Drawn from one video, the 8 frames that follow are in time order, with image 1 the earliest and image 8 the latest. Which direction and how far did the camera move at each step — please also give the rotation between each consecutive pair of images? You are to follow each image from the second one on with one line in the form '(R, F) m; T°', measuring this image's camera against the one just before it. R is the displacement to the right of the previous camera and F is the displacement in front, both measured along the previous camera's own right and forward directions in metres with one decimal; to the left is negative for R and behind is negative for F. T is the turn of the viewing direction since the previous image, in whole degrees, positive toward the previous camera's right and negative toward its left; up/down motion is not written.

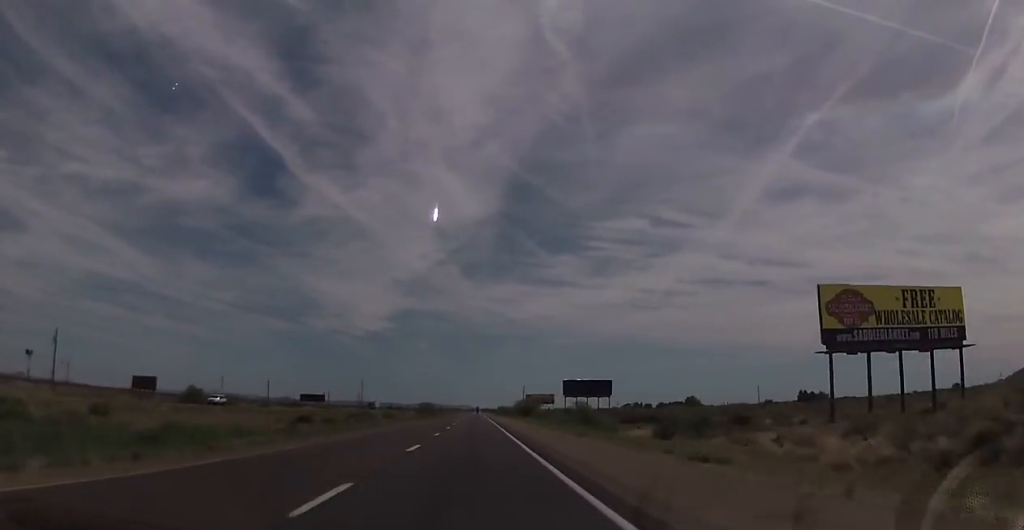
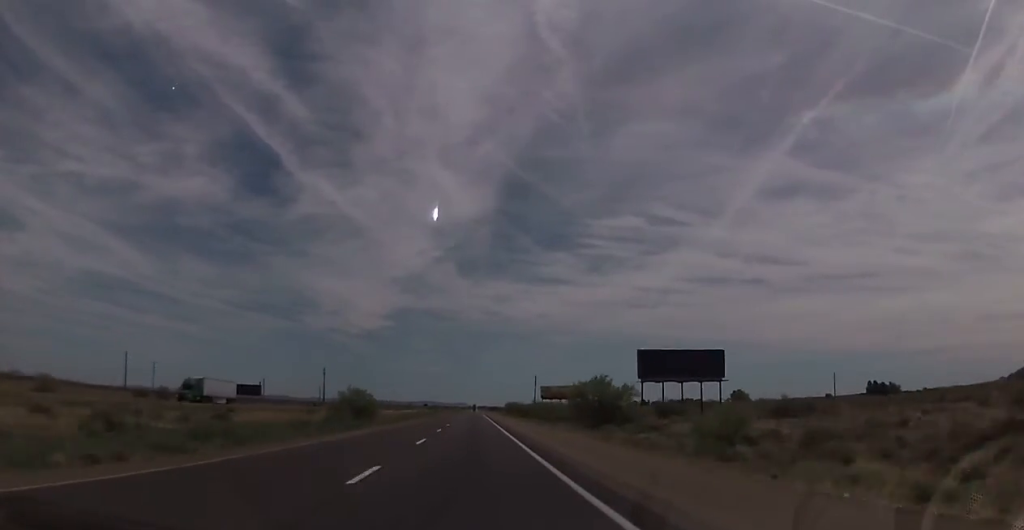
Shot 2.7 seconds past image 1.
(+0.3, +94.7) m; 0°
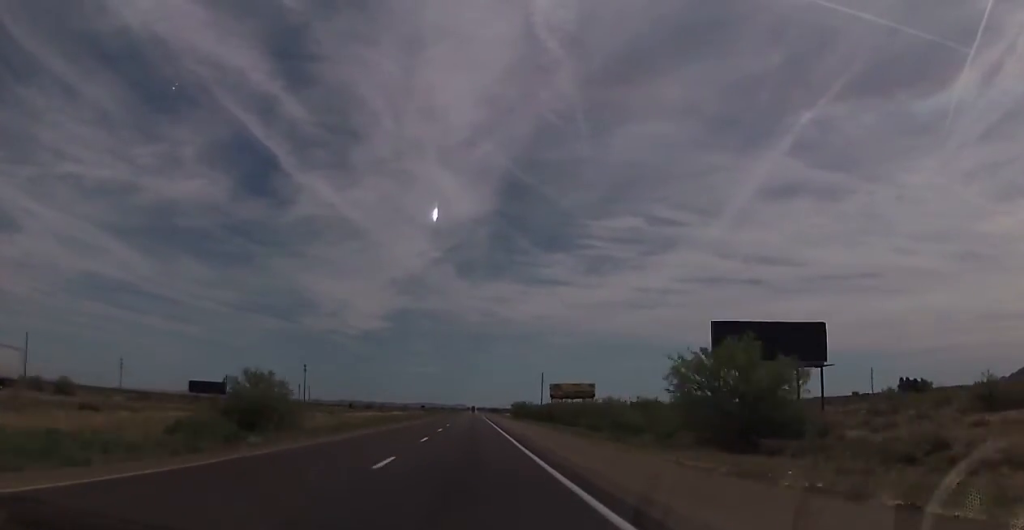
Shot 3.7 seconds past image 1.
(-0.5, +33.8) m; 0°
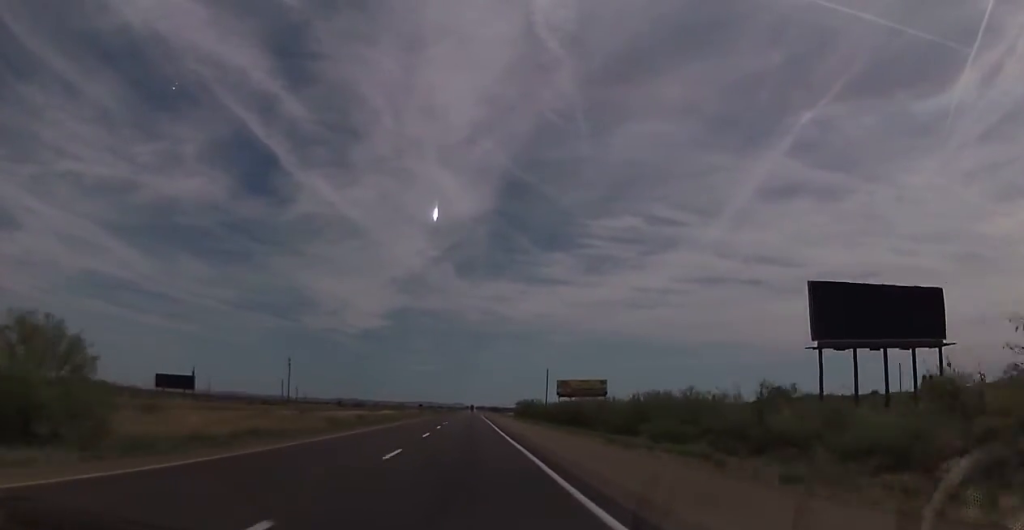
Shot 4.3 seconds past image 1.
(+0.4, +22.2) m; +1°
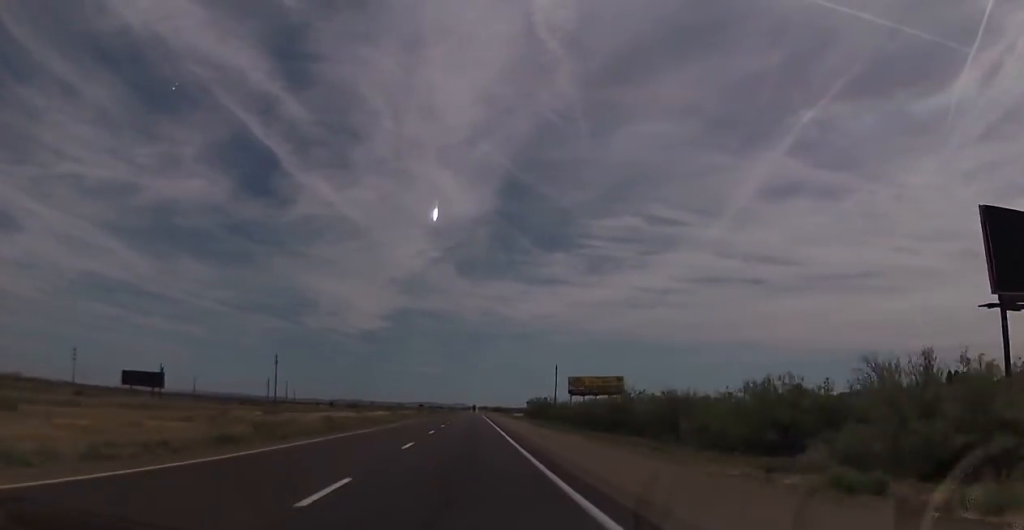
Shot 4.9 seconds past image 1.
(+0.1, +20.0) m; 0°
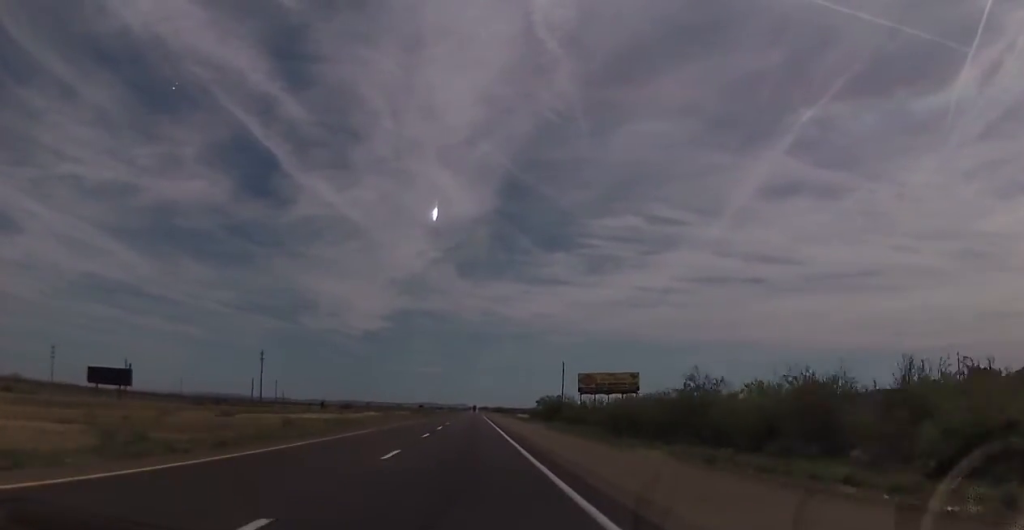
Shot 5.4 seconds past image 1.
(+0.1, +16.6) m; 0°
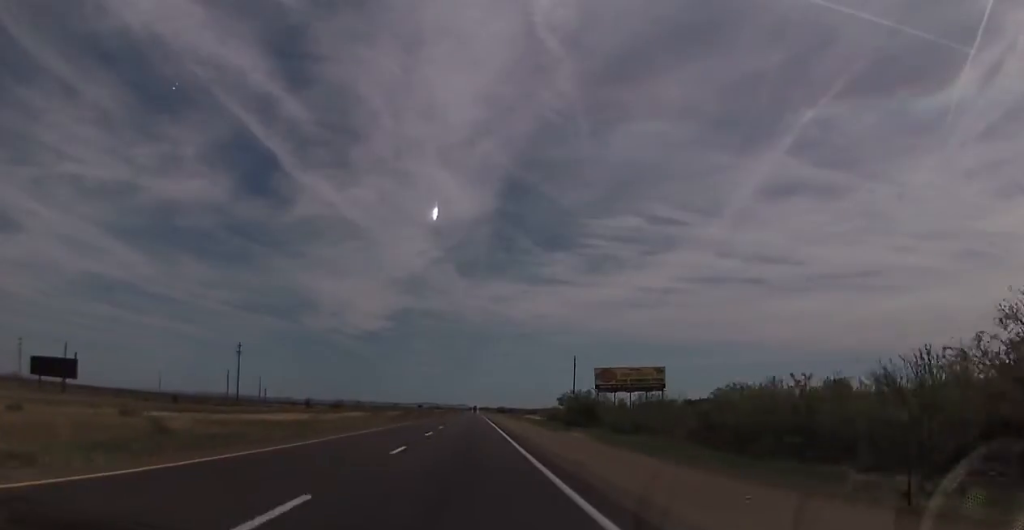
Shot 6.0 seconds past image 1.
(-0.1, +22.6) m; -1°
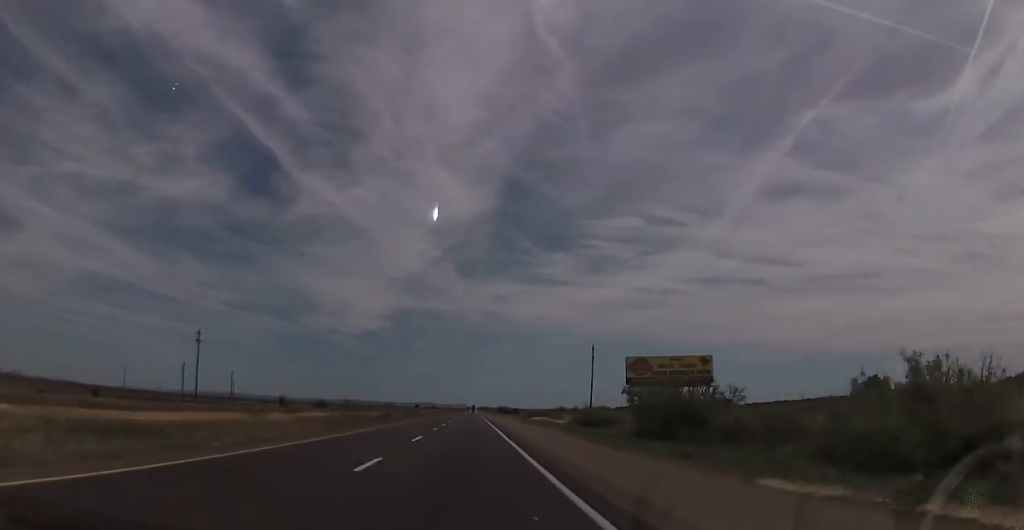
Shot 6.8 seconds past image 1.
(-0.3, +29.8) m; -1°
